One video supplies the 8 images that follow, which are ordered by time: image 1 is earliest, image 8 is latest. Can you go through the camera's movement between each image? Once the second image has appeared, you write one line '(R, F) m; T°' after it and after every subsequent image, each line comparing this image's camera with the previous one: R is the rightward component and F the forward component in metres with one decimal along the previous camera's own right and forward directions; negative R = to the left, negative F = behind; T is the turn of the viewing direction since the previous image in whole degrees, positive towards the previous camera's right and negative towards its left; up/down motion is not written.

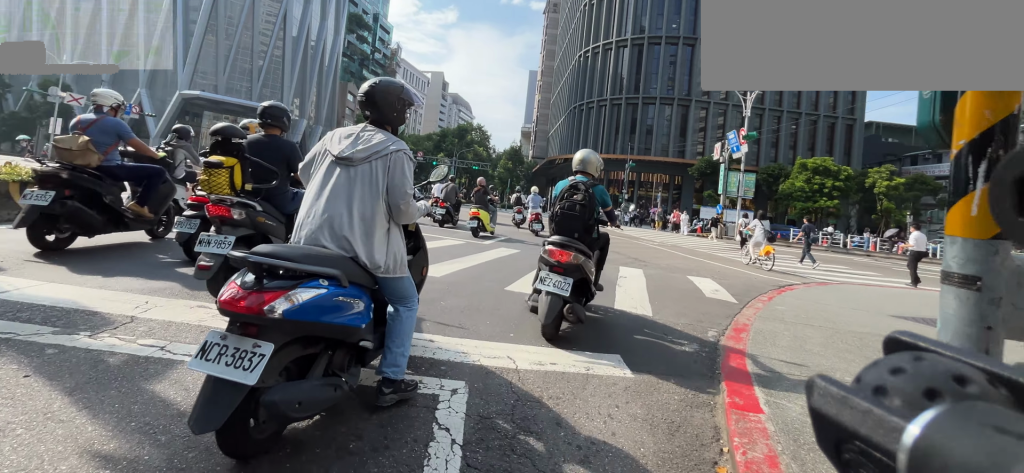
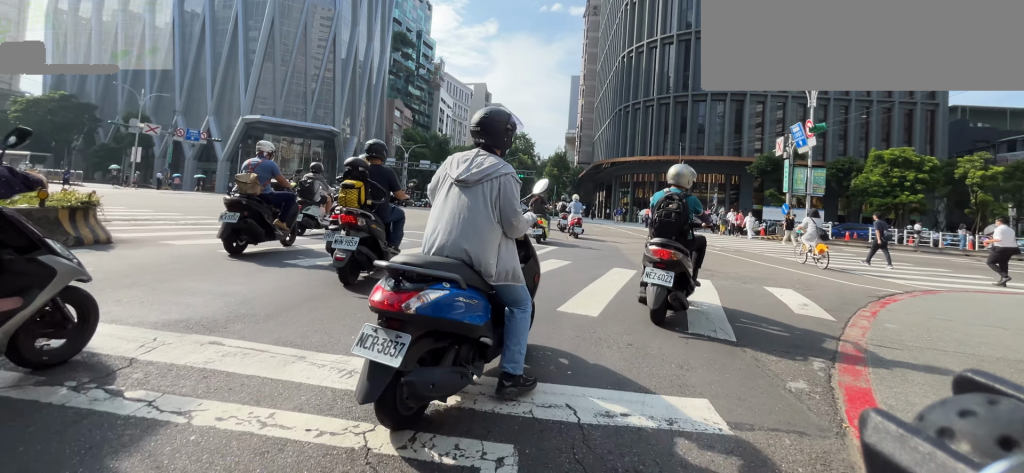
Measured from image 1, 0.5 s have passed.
(-0.1, +2.0) m; -2°
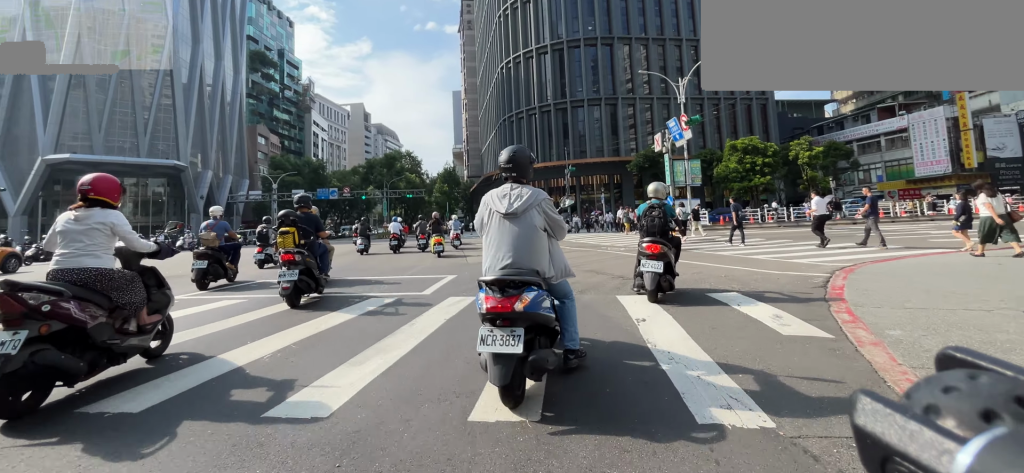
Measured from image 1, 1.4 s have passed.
(-0.1, +4.4) m; -2°
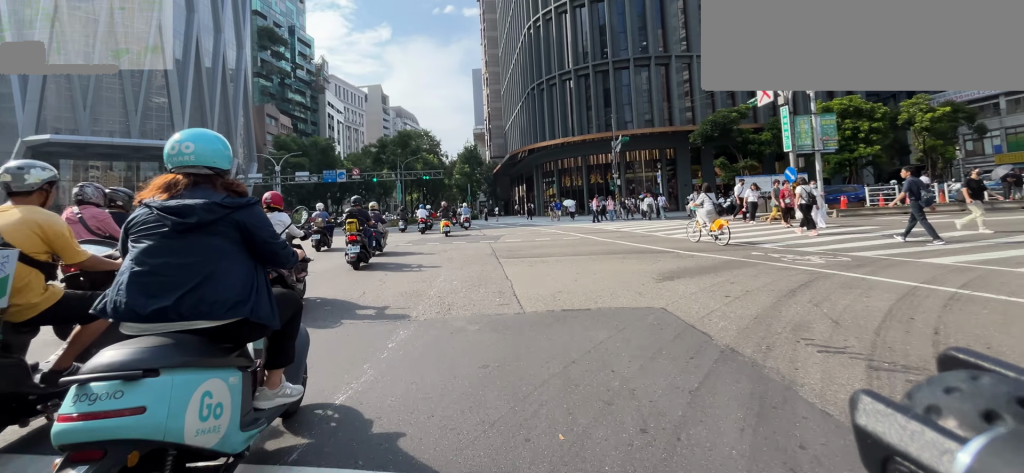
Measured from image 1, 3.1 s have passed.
(0.0, +9.1) m; 0°
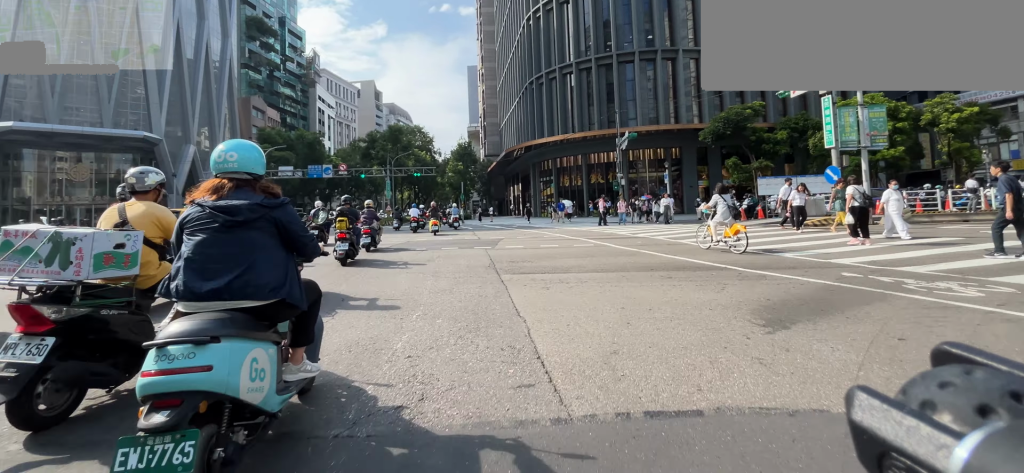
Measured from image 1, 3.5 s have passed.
(0.0, +2.4) m; 0°
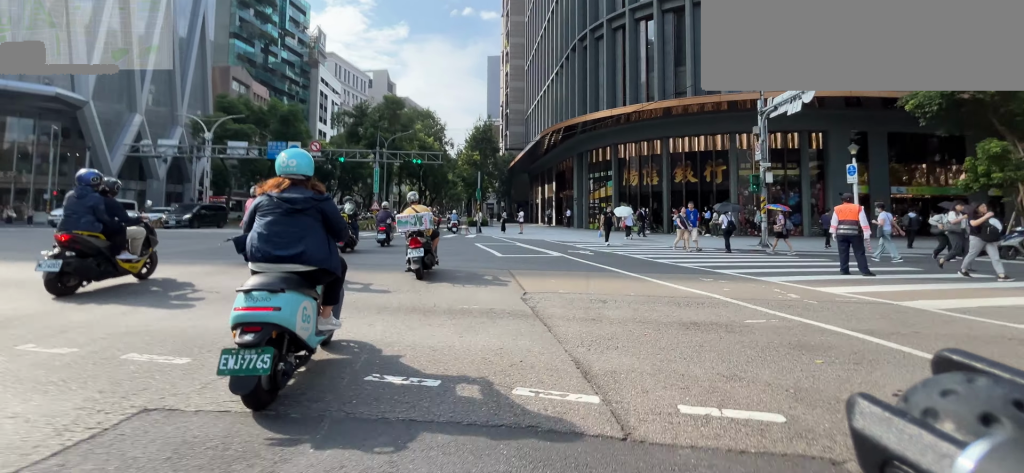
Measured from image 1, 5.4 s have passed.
(+0.2, +14.1) m; +3°
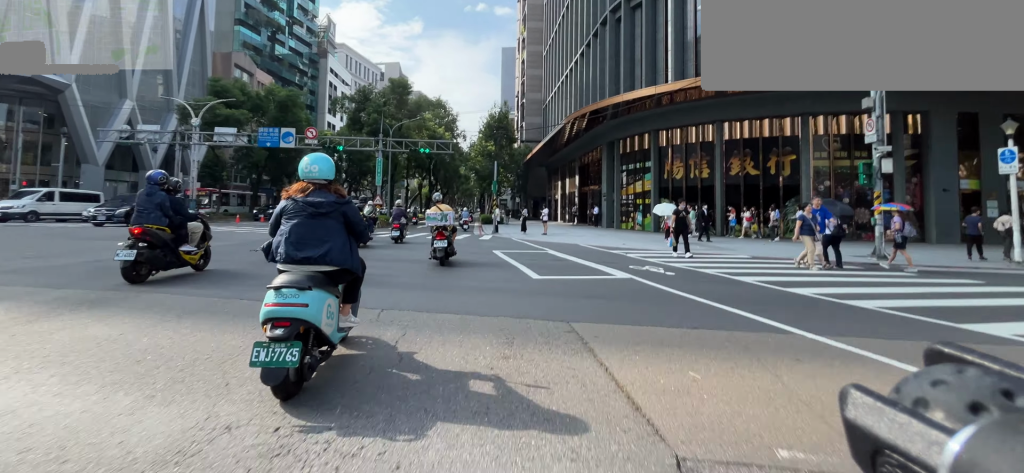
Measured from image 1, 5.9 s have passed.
(0.0, +4.6) m; +1°
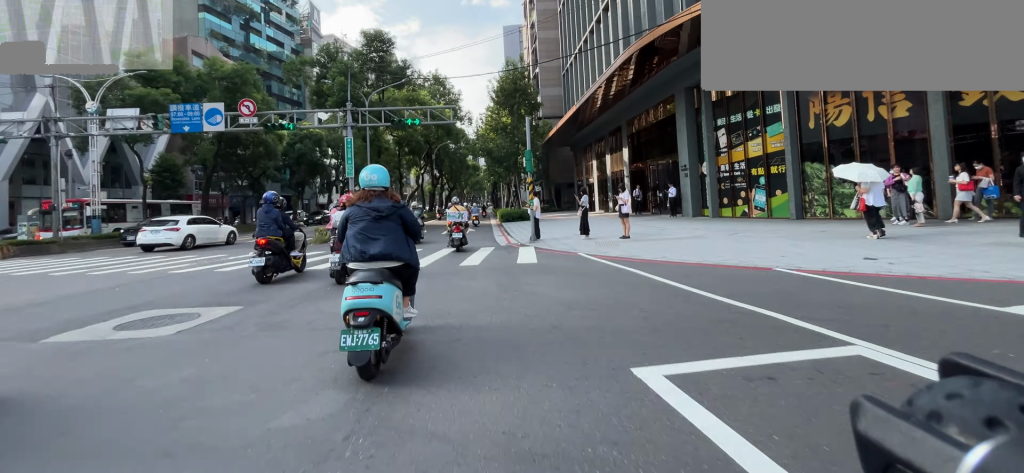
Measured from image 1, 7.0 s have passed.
(+0.1, +12.1) m; -1°
